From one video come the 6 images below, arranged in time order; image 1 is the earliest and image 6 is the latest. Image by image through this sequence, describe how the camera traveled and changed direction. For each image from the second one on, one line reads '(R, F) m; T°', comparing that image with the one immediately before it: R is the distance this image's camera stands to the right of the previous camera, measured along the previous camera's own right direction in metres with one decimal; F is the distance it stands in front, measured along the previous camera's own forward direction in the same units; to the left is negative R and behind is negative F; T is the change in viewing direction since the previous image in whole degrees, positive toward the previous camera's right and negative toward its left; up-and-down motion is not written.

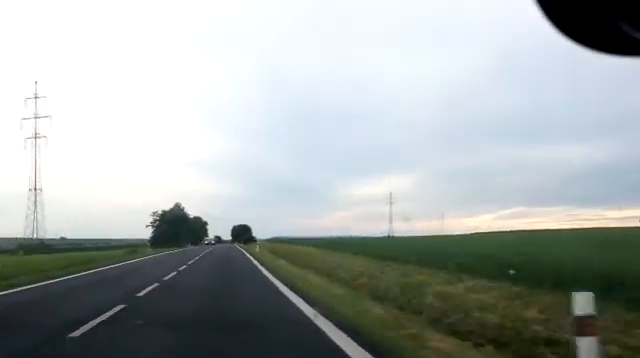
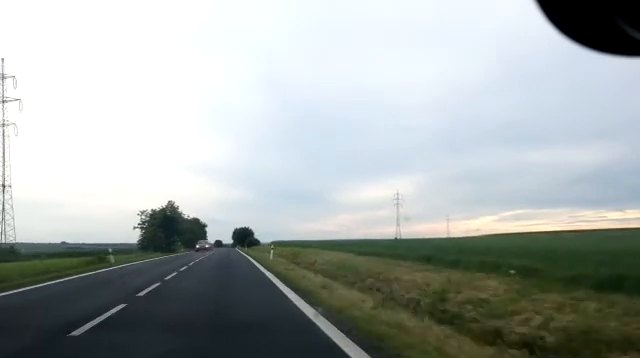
(-0.1, +13.7) m; 0°
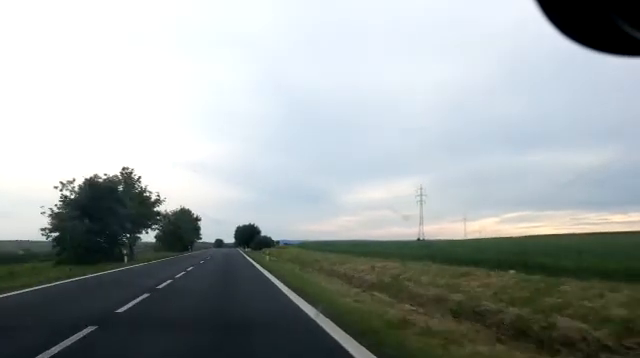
(0.0, +37.2) m; 0°
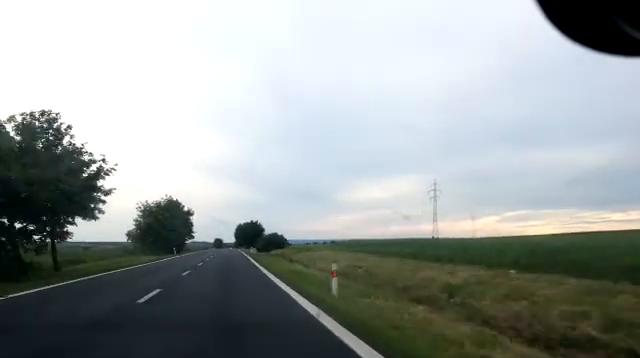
(0.0, +20.5) m; +1°
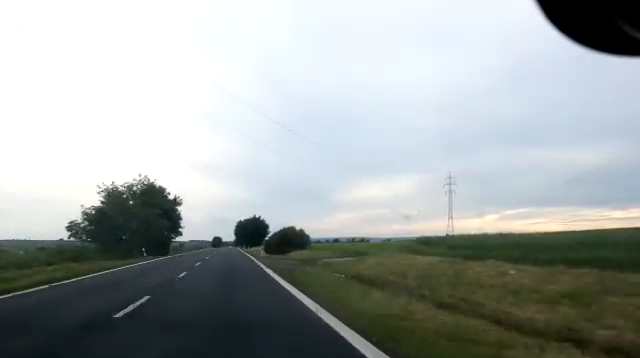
(+0.3, +19.8) m; +1°
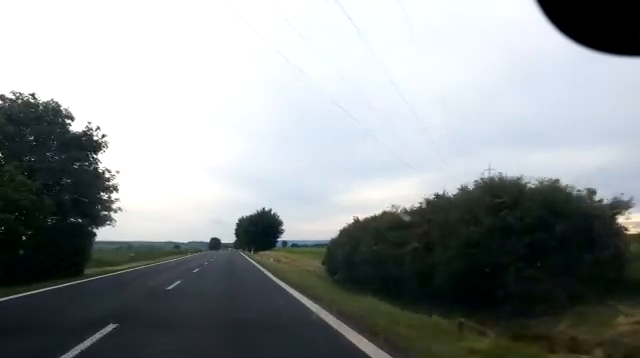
(-0.2, +38.8) m; 0°
